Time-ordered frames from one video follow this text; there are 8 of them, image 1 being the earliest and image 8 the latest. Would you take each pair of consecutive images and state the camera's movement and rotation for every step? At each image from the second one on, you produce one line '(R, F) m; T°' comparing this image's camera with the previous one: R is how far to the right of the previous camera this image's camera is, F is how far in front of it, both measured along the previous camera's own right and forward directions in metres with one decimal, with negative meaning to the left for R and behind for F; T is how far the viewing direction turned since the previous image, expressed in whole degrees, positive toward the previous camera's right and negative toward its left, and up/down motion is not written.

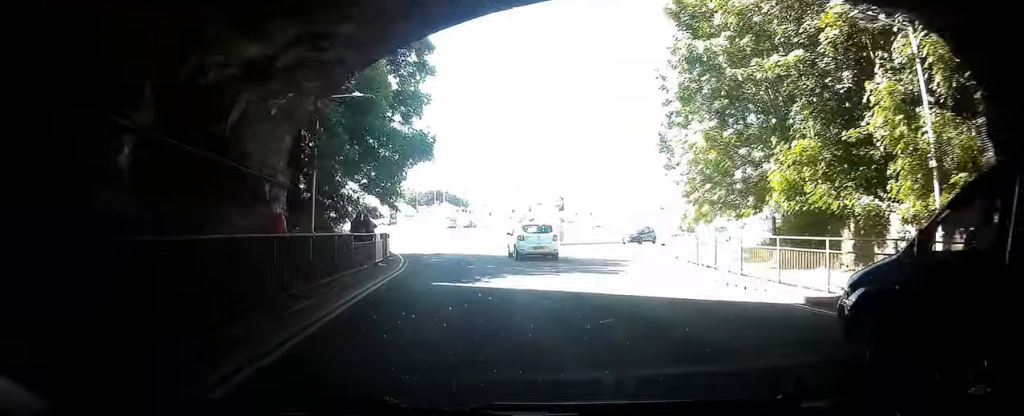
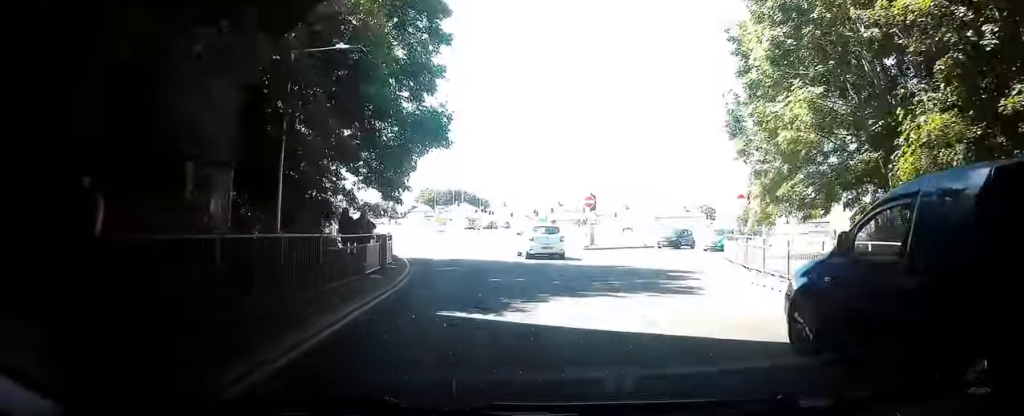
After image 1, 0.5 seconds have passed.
(0.0, +4.6) m; -2°
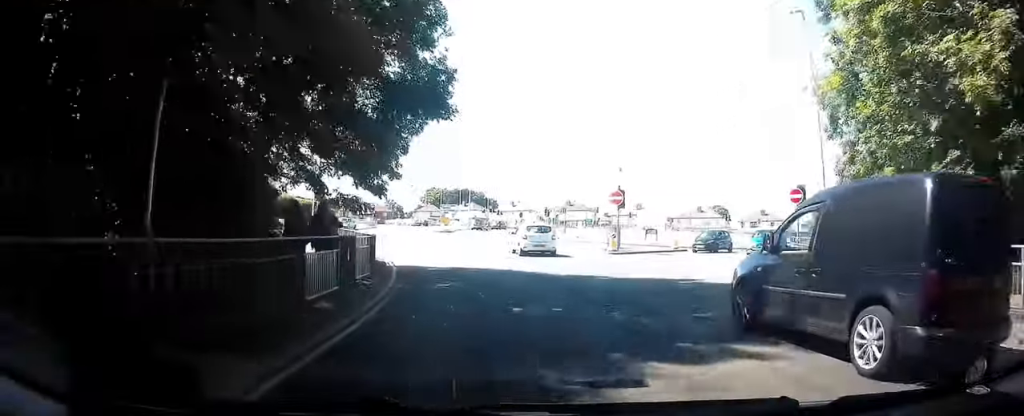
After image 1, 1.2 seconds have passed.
(+0.2, +5.3) m; -5°
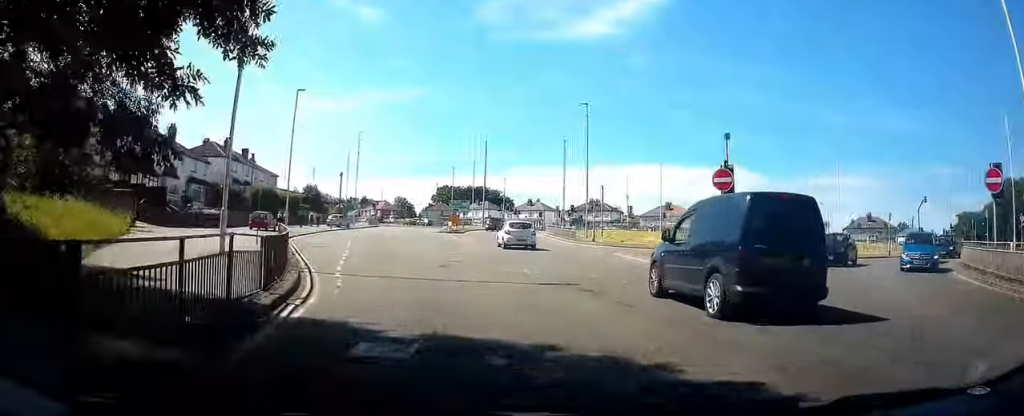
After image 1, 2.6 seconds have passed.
(-1.7, +11.4) m; -10°
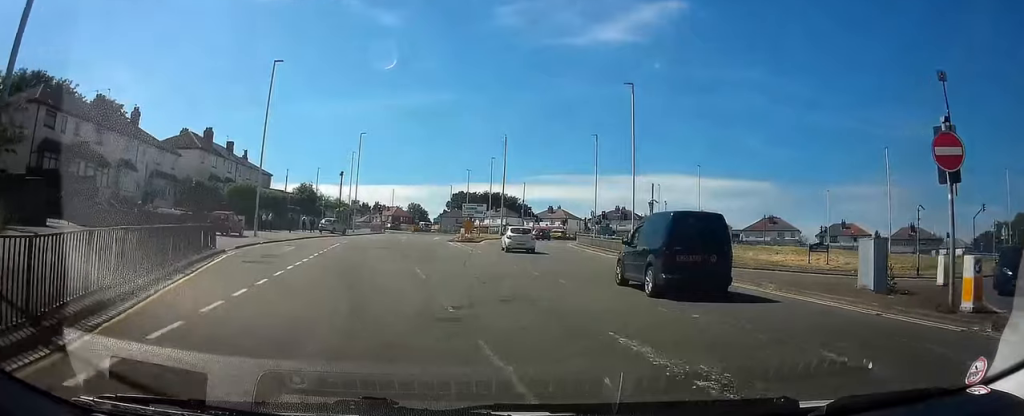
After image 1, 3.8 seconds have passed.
(-0.2, +10.0) m; -1°
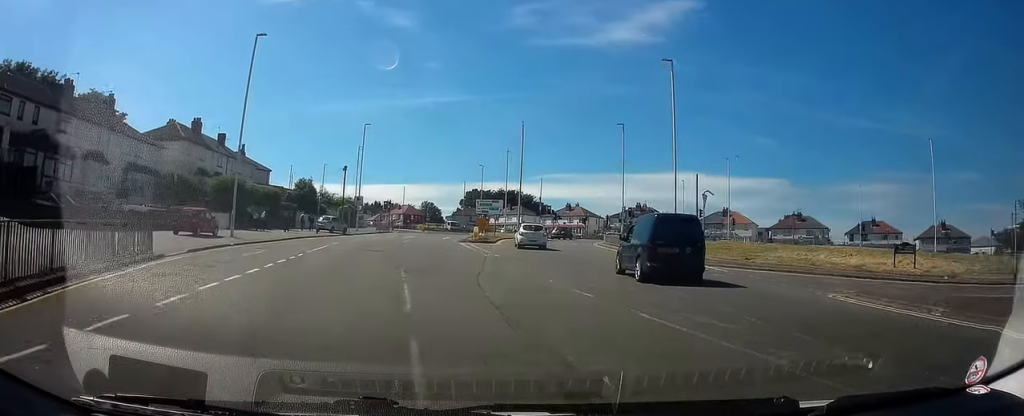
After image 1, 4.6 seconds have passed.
(0.0, +6.4) m; -1°
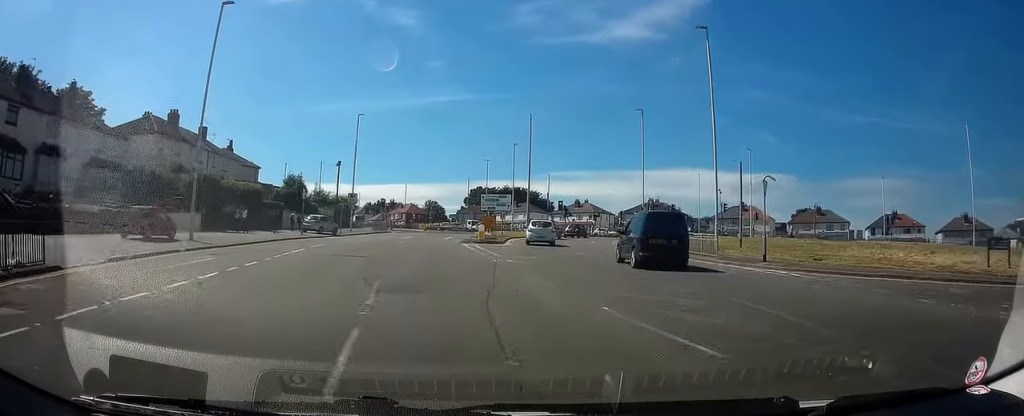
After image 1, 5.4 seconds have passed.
(0.0, +6.2) m; -2°
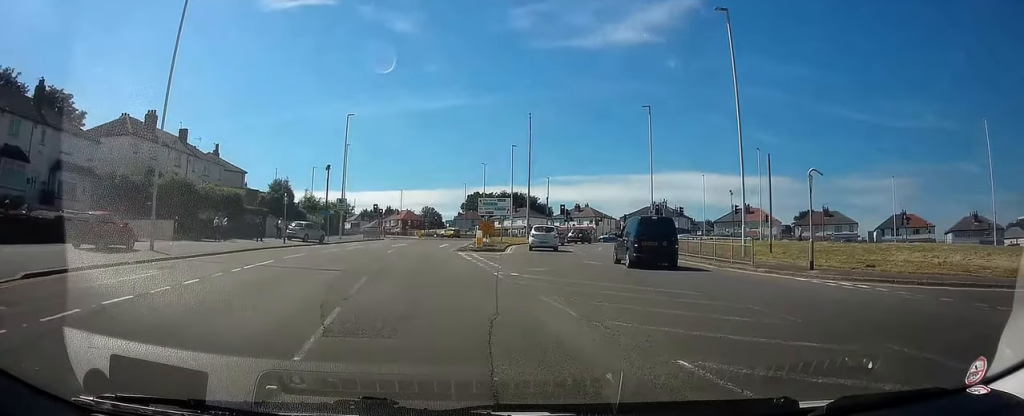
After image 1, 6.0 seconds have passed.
(-0.1, +4.0) m; -1°
